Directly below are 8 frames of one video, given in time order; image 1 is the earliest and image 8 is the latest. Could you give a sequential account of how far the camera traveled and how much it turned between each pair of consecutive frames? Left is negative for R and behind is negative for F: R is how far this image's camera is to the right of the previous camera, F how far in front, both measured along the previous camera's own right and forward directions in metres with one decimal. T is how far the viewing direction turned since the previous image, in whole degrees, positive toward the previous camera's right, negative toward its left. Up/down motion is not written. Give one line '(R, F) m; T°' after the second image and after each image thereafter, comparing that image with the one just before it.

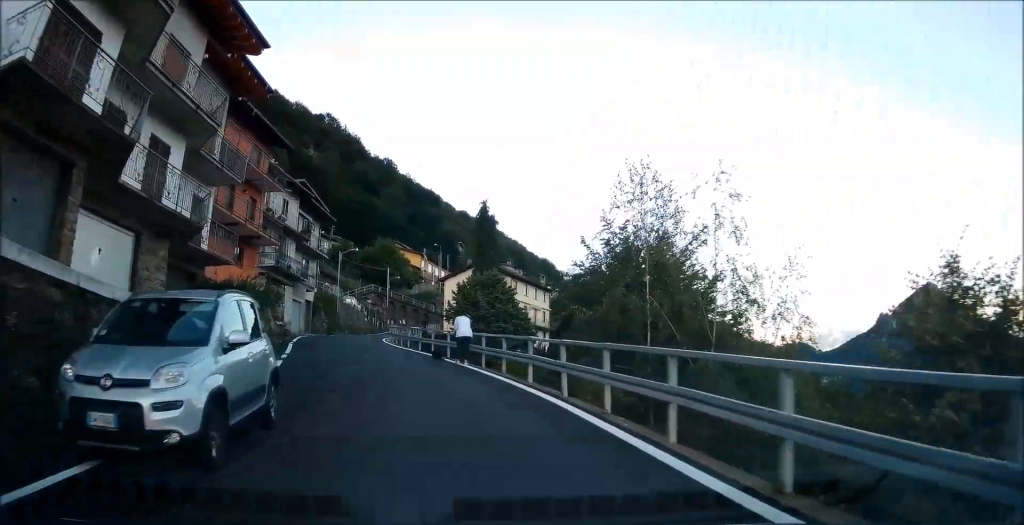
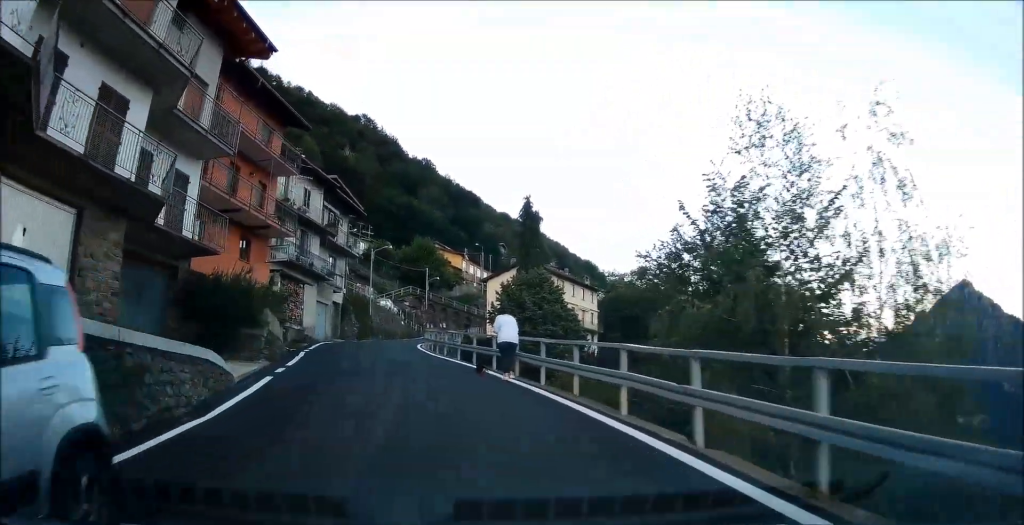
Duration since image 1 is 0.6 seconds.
(-0.2, +5.3) m; -3°
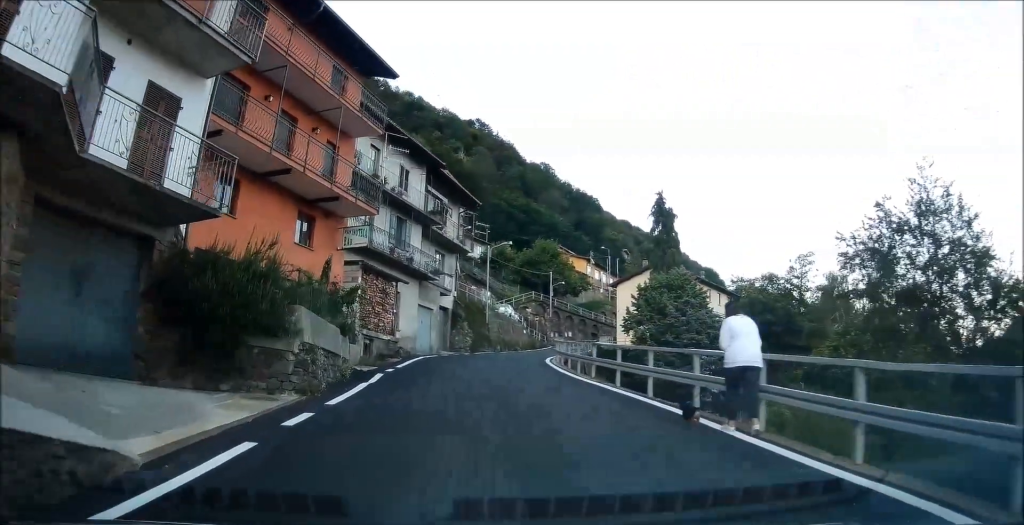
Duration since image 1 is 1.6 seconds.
(-0.3, +8.7) m; -7°
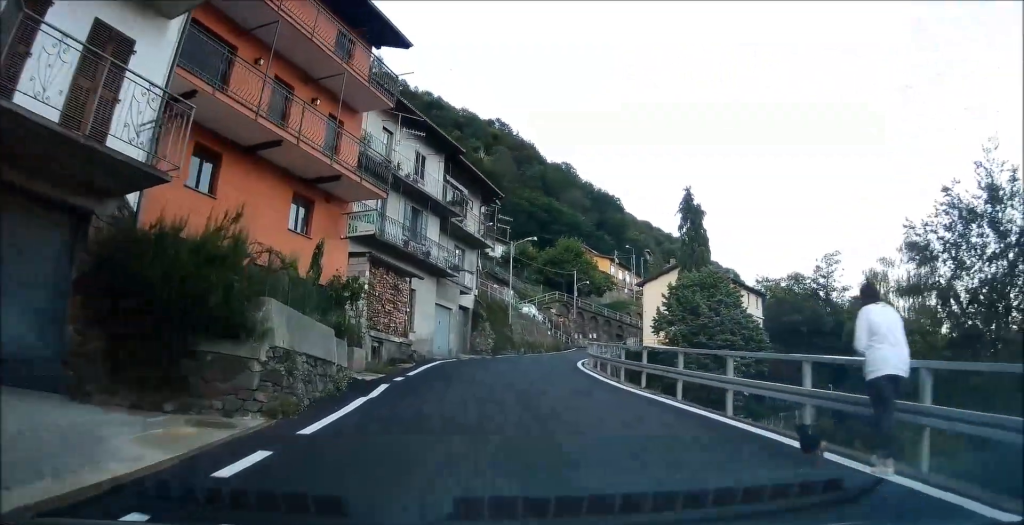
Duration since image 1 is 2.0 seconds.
(-0.3, +3.0) m; -3°
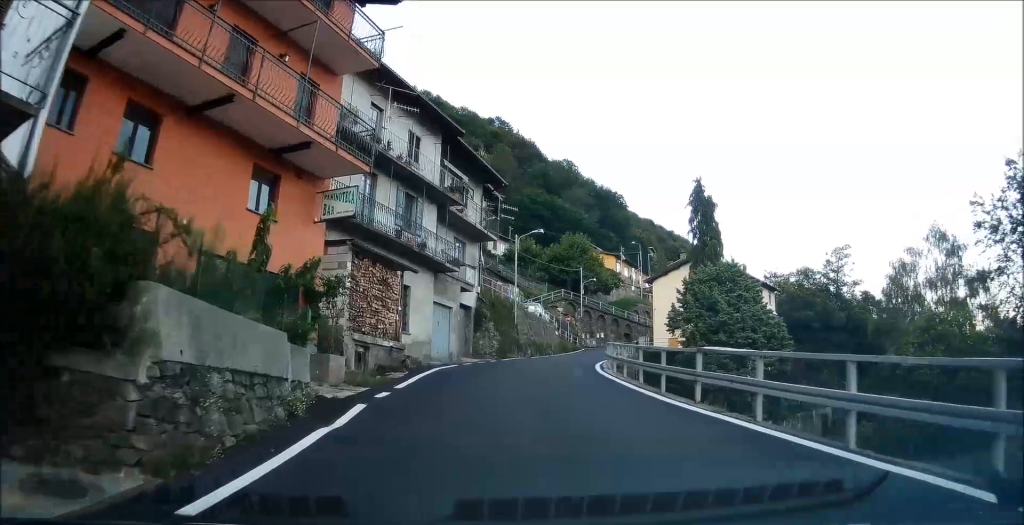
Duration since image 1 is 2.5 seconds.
(-0.2, +3.4) m; -2°
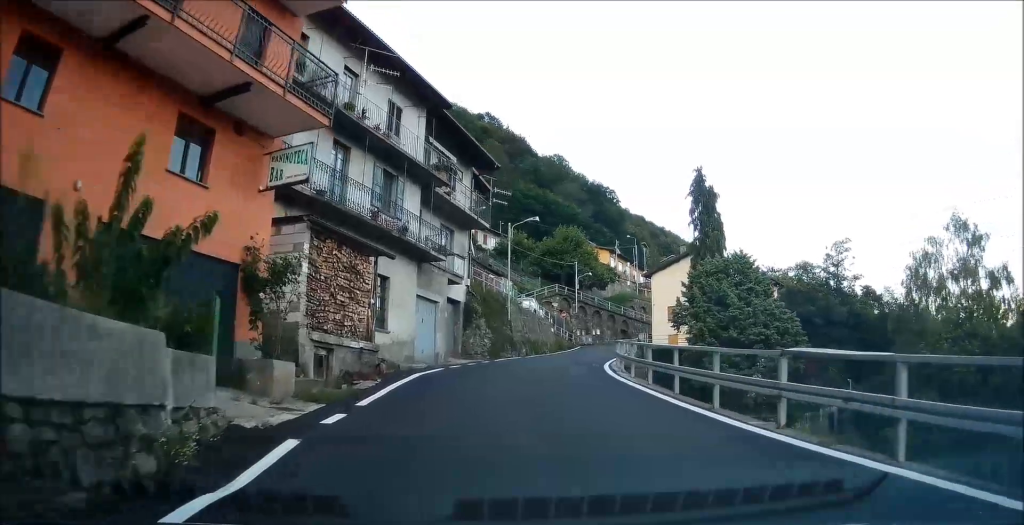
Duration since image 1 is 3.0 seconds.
(0.0, +3.5) m; +2°
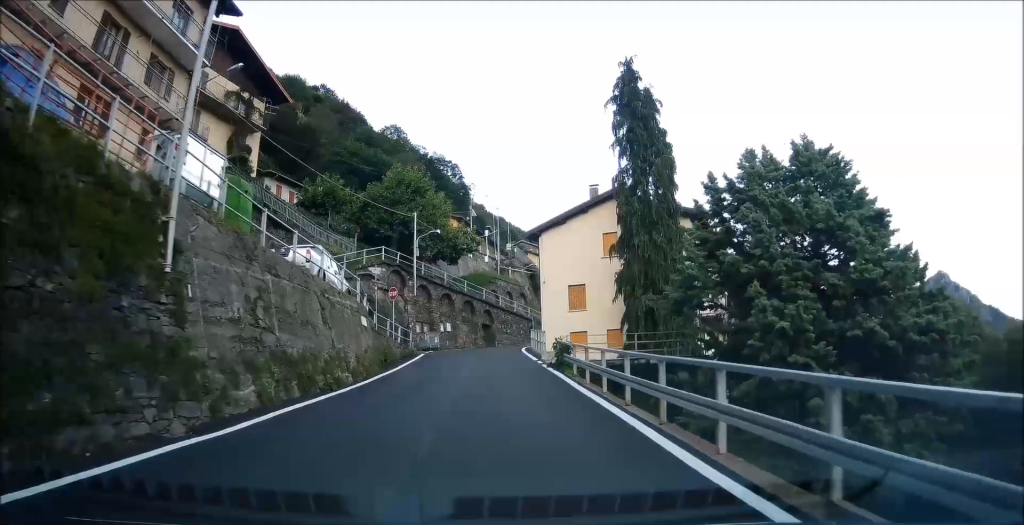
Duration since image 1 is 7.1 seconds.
(+3.9, +27.5) m; +12°
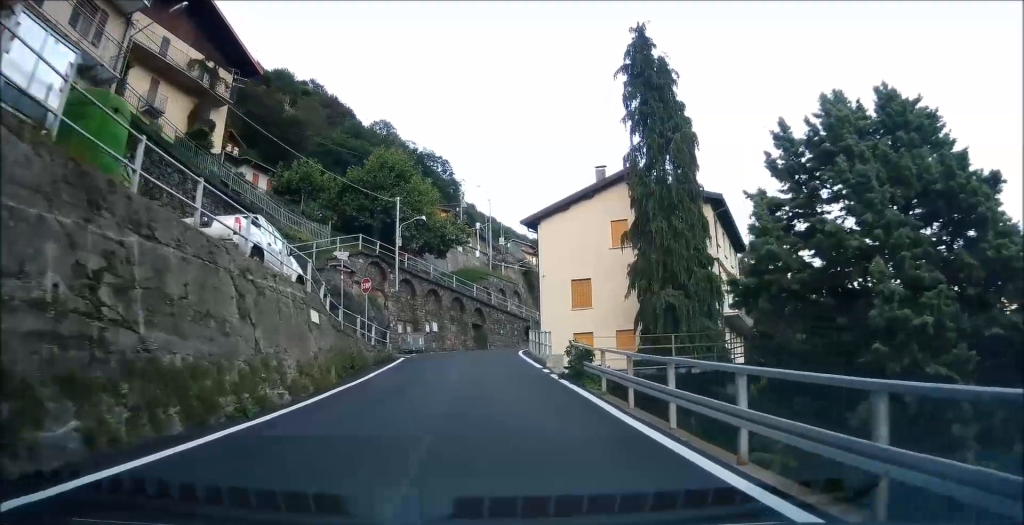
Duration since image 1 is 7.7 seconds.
(+0.1, +5.2) m; +3°
